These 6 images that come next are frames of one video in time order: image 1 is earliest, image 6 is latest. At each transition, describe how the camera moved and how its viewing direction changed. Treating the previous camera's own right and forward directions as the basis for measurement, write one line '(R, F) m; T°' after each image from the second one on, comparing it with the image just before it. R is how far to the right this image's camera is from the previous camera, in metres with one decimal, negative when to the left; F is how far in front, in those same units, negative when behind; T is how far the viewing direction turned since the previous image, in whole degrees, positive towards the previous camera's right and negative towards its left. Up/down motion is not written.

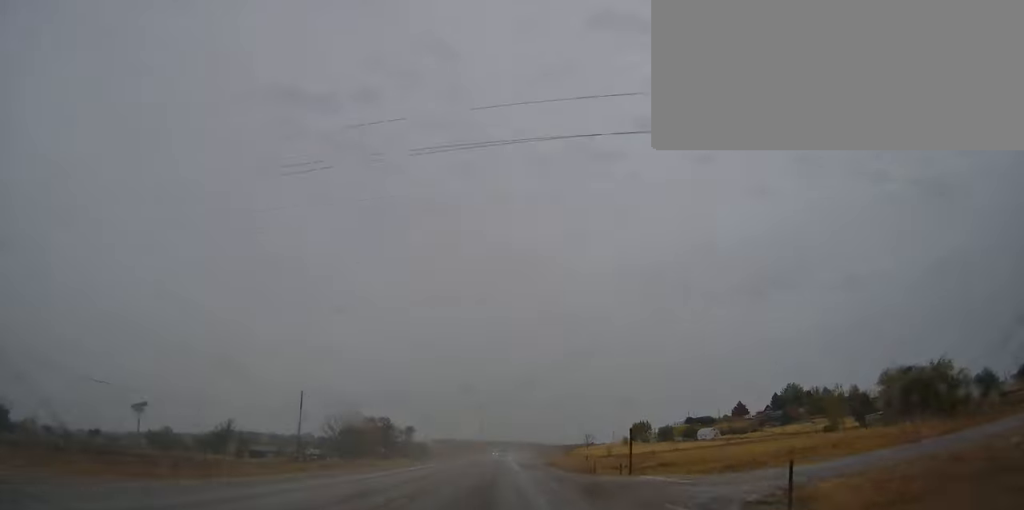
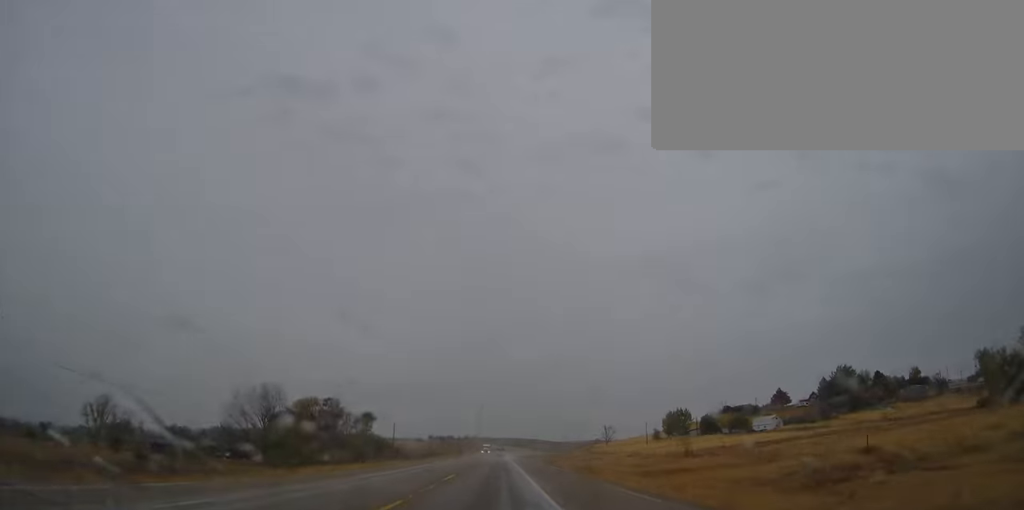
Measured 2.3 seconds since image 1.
(-0.3, +72.9) m; 0°
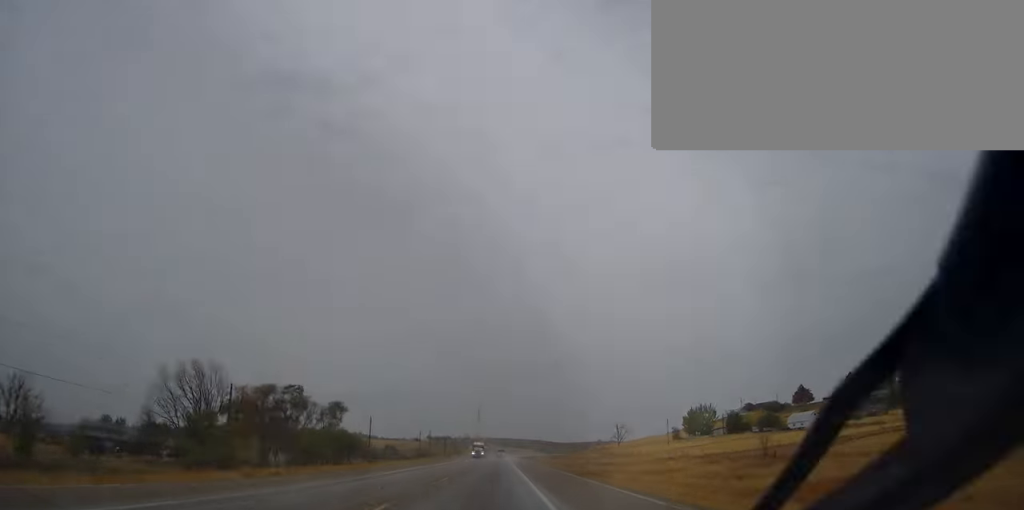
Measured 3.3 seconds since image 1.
(0.0, +31.3) m; 0°
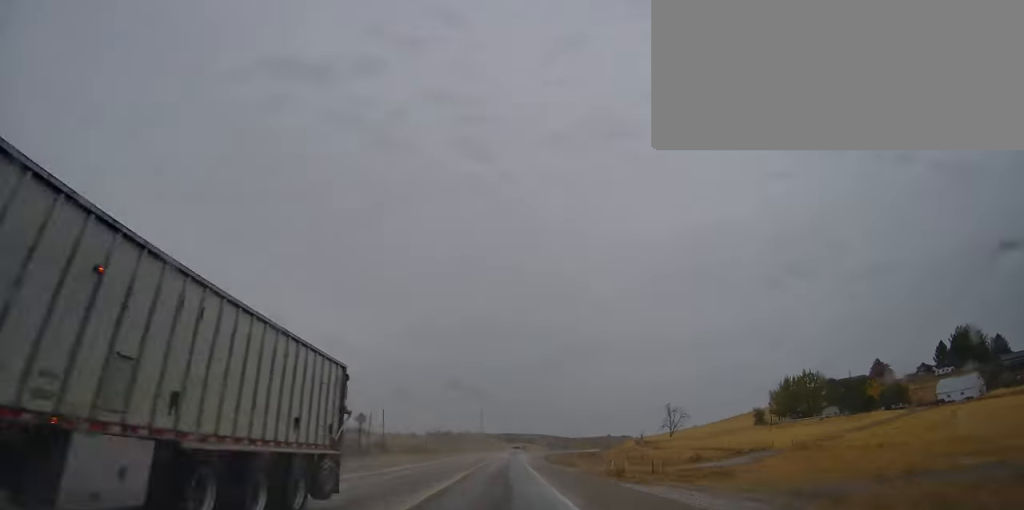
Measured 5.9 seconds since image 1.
(0.0, +81.3) m; 0°
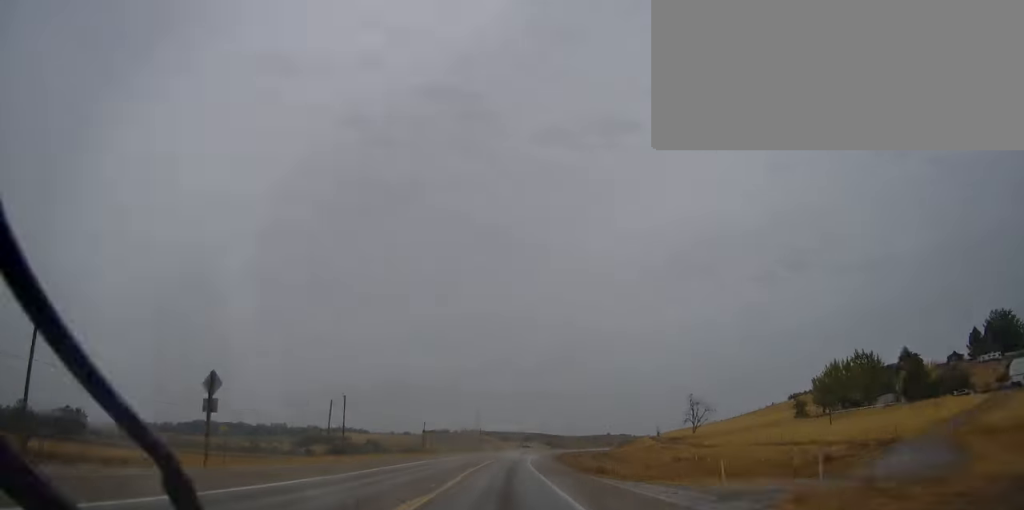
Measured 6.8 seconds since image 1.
(-0.1, +27.0) m; 0°
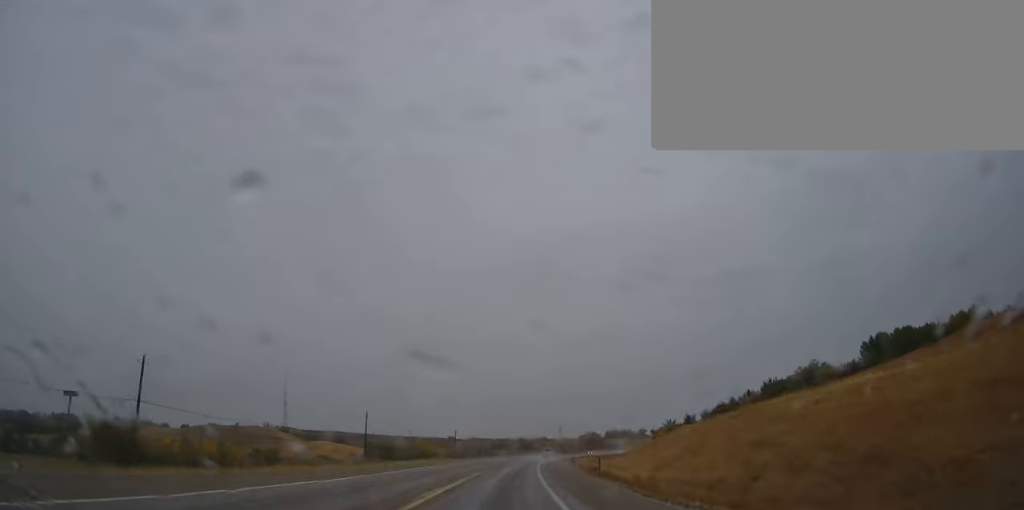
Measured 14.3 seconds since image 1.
(+18.3, +225.1) m; +13°
